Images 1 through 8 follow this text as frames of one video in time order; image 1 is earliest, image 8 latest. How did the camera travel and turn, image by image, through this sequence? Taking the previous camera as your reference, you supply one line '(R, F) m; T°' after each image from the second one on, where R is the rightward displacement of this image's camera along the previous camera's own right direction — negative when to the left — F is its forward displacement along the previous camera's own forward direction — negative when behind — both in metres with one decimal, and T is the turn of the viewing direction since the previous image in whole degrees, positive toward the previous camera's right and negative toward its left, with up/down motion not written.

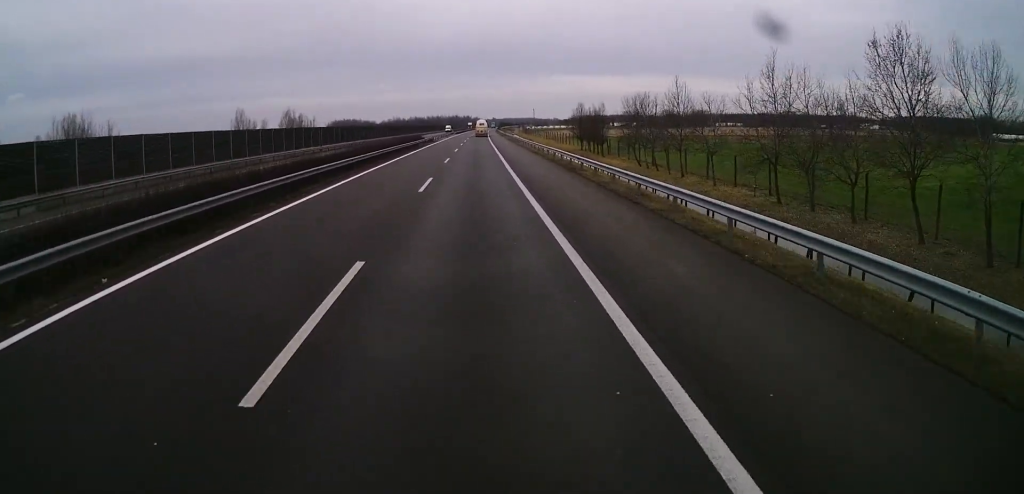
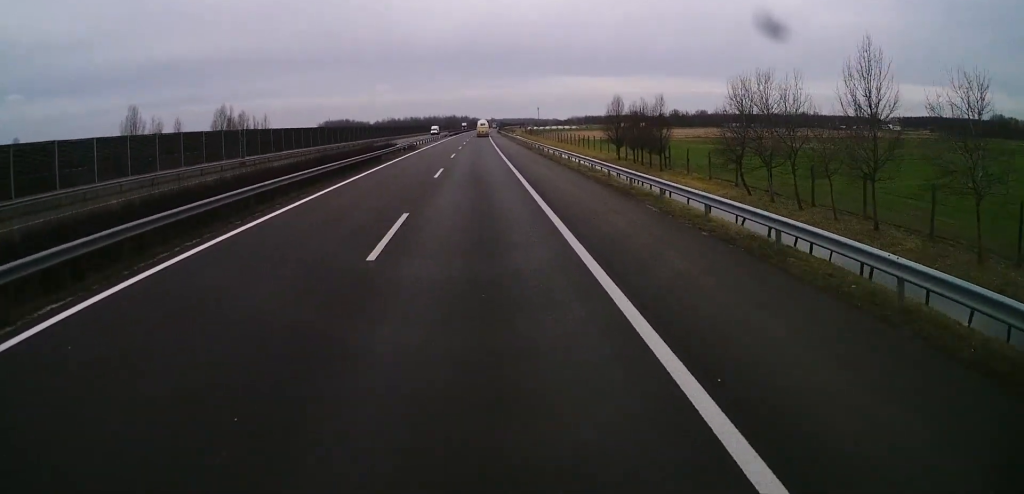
(+0.5, +30.0) m; 0°
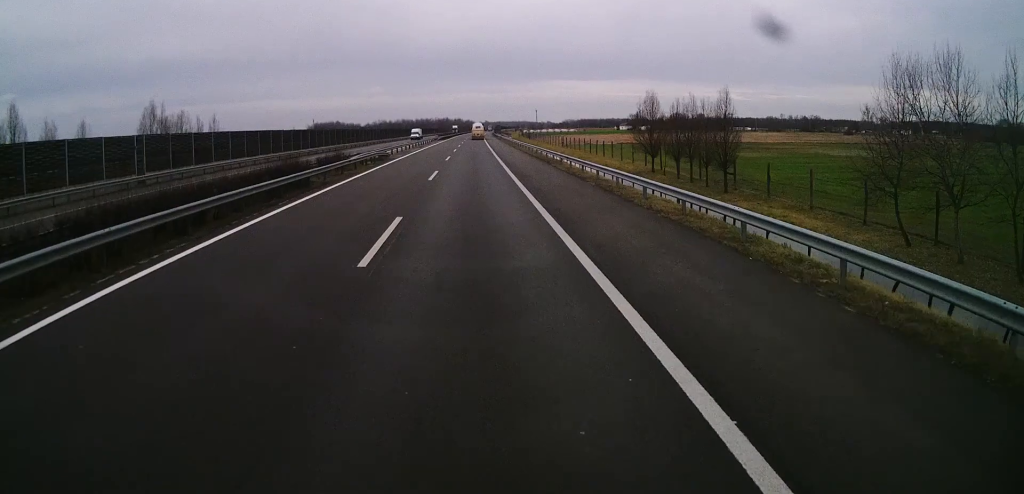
(-0.5, +18.4) m; -1°
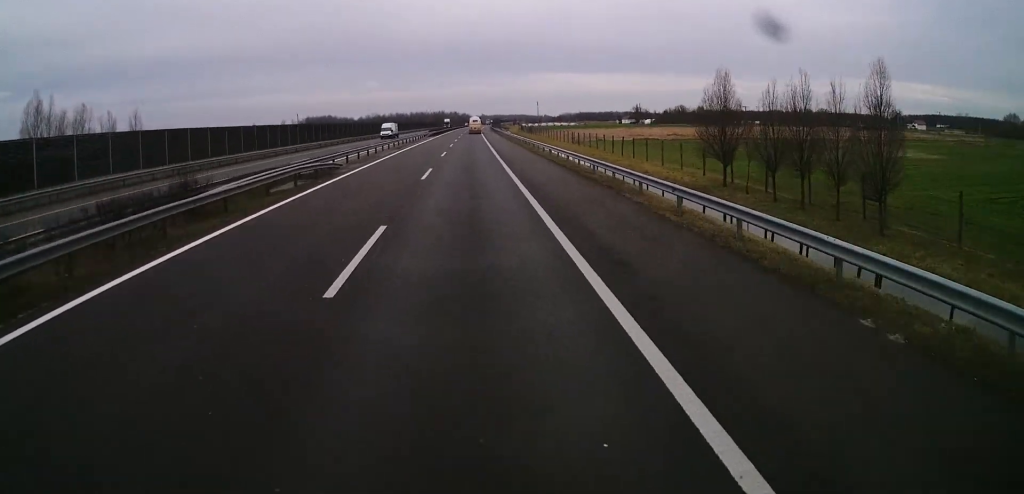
(0.0, +20.0) m; +1°
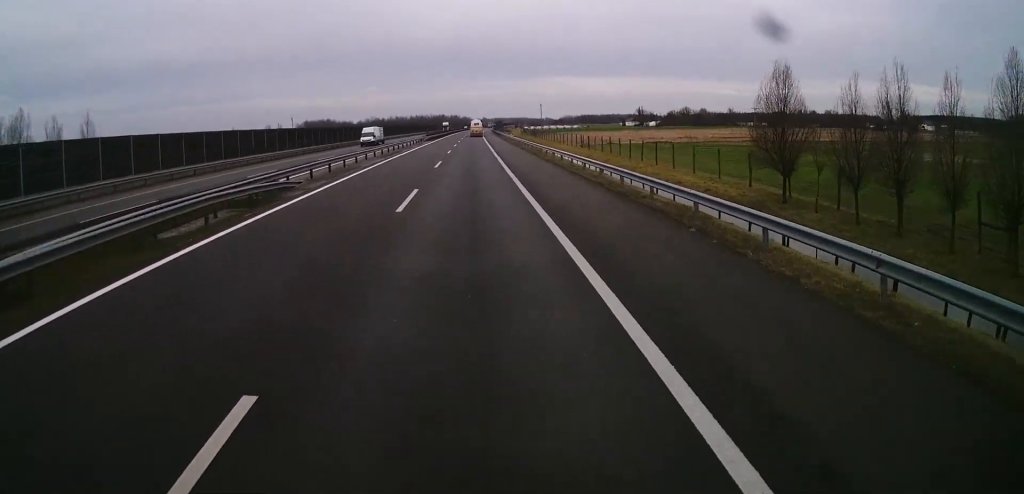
(0.0, +9.2) m; 0°
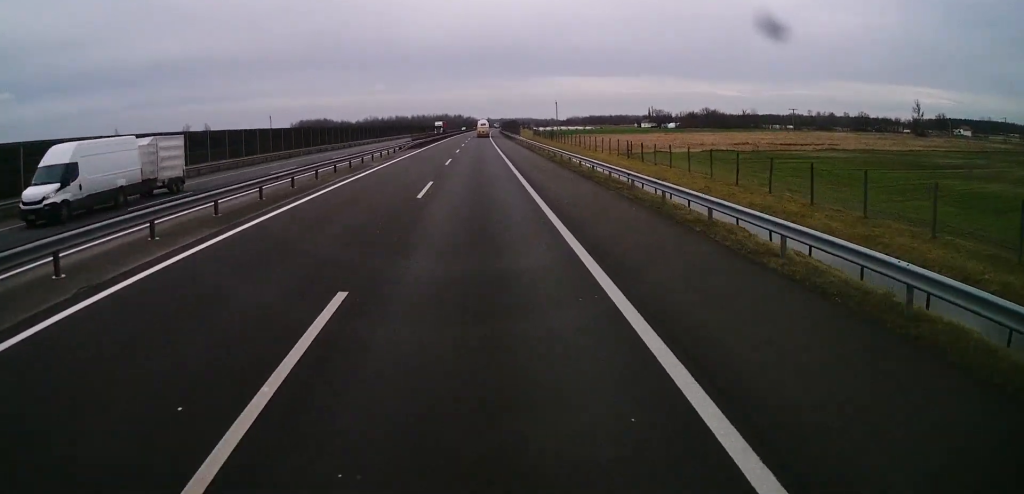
(+0.3, +32.2) m; 0°
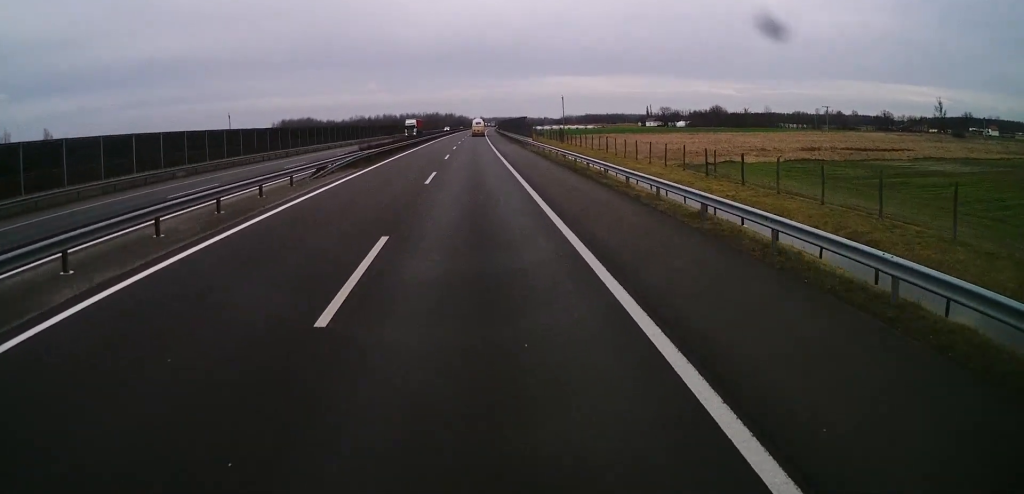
(-0.5, +31.5) m; 0°
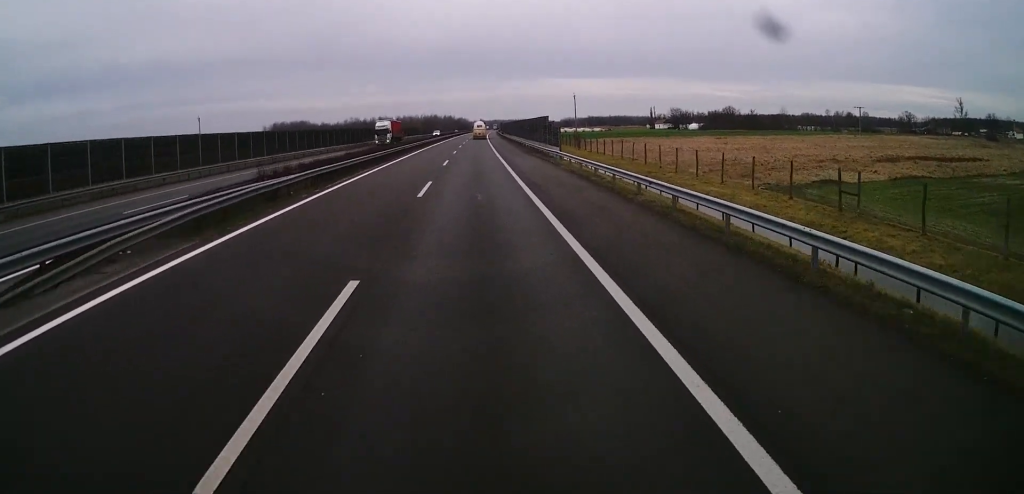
(+0.4, +21.6) m; +1°
